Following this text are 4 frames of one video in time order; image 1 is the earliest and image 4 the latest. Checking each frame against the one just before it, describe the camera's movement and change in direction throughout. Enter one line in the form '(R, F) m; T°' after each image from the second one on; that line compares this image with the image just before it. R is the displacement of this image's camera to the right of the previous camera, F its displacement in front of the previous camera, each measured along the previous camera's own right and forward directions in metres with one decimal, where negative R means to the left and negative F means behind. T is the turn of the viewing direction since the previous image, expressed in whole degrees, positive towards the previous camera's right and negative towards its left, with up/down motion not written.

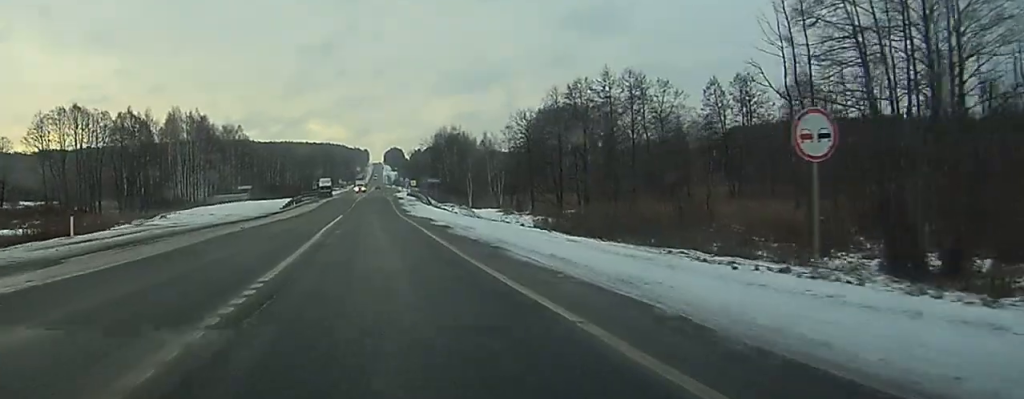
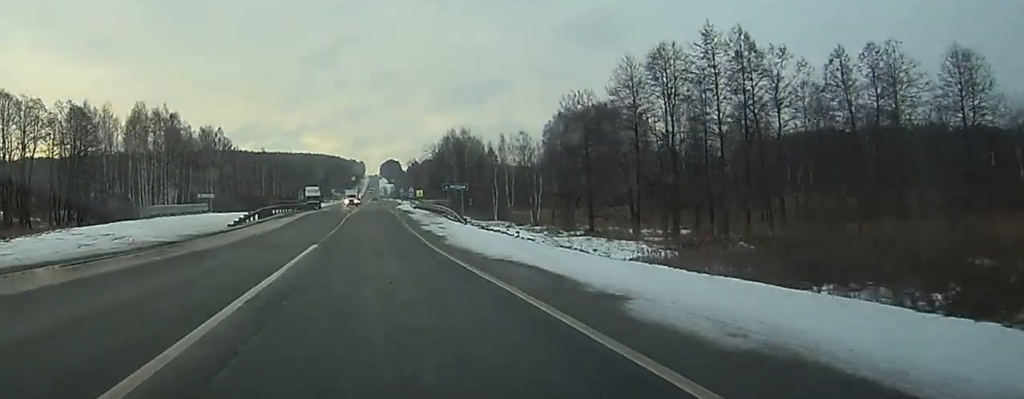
(-0.2, +31.1) m; -1°
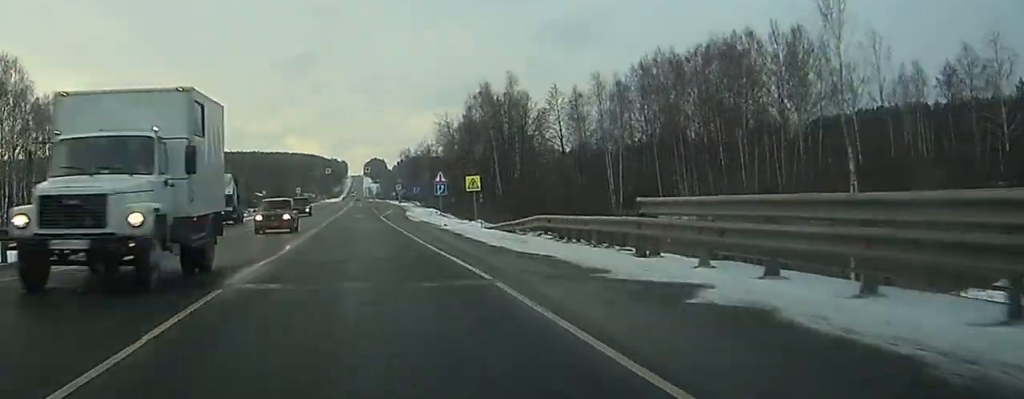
(+1.3, +82.0) m; +2°
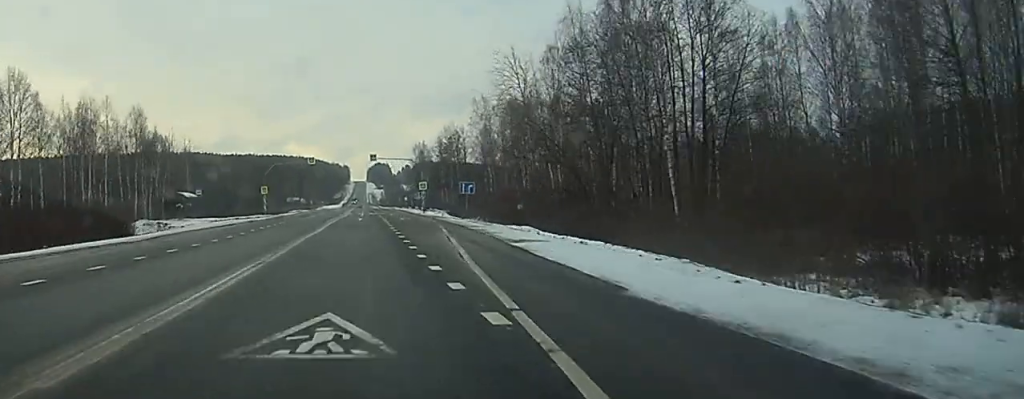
(+0.2, +55.8) m; 0°
